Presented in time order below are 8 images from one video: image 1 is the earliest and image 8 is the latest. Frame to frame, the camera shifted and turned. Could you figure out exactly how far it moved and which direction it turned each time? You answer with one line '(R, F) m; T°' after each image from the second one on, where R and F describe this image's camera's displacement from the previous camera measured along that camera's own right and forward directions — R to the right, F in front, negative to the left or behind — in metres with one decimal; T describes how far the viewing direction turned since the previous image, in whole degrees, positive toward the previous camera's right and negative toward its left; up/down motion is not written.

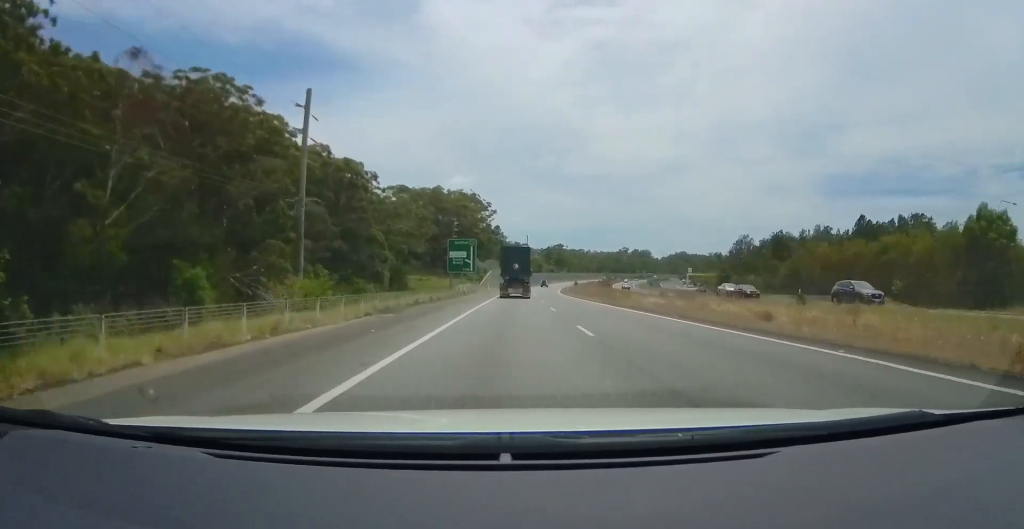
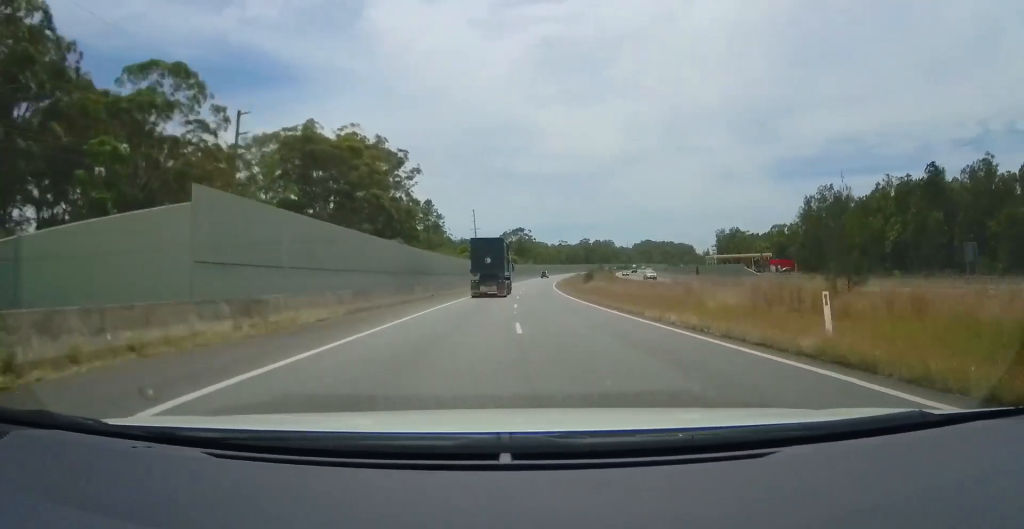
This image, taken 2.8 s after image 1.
(+0.4, +84.7) m; +2°
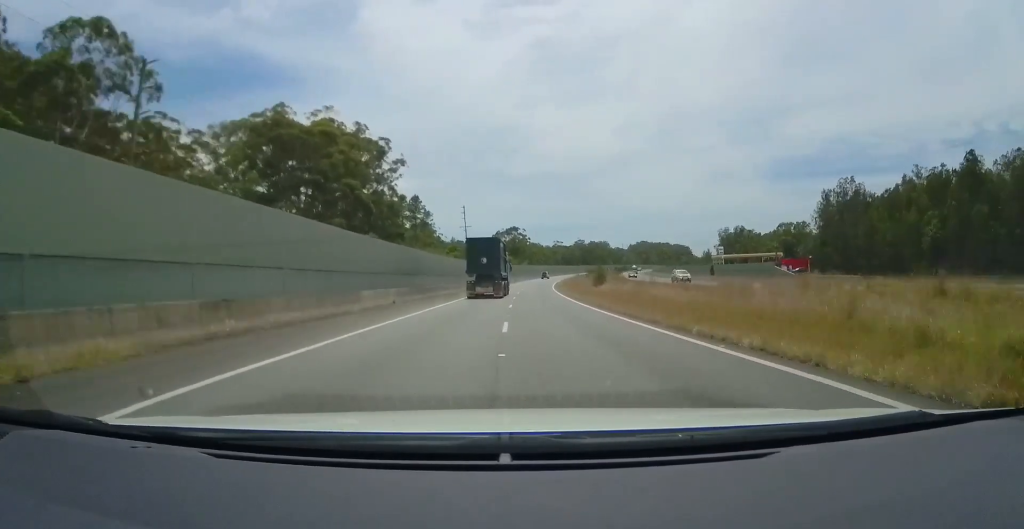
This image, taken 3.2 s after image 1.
(+0.2, +11.9) m; +1°
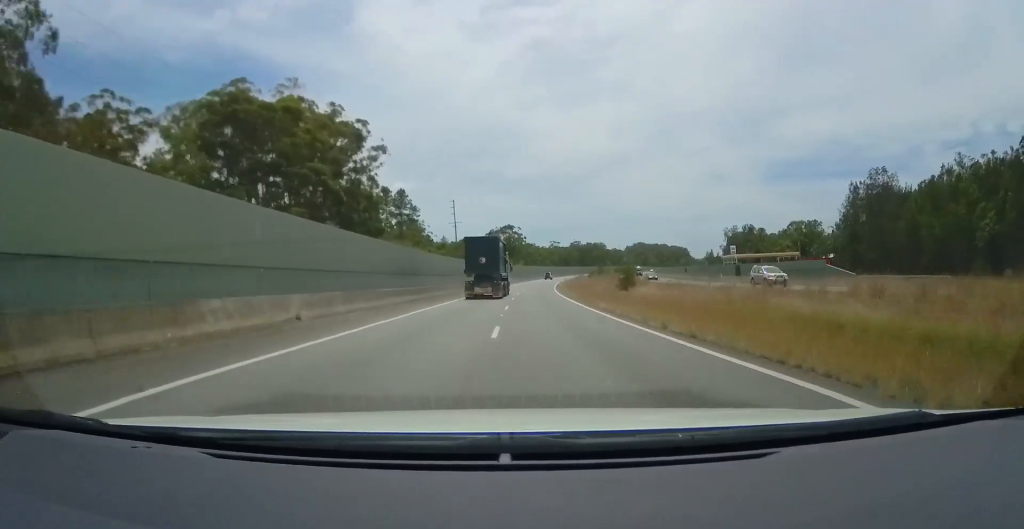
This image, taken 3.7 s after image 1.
(+0.2, +14.3) m; +1°
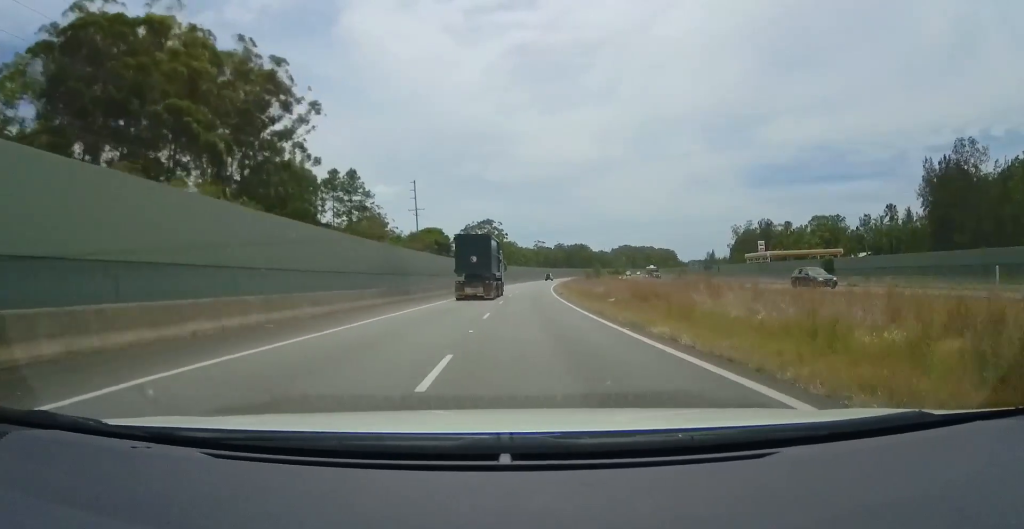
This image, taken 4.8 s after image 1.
(+0.5, +30.8) m; +2°
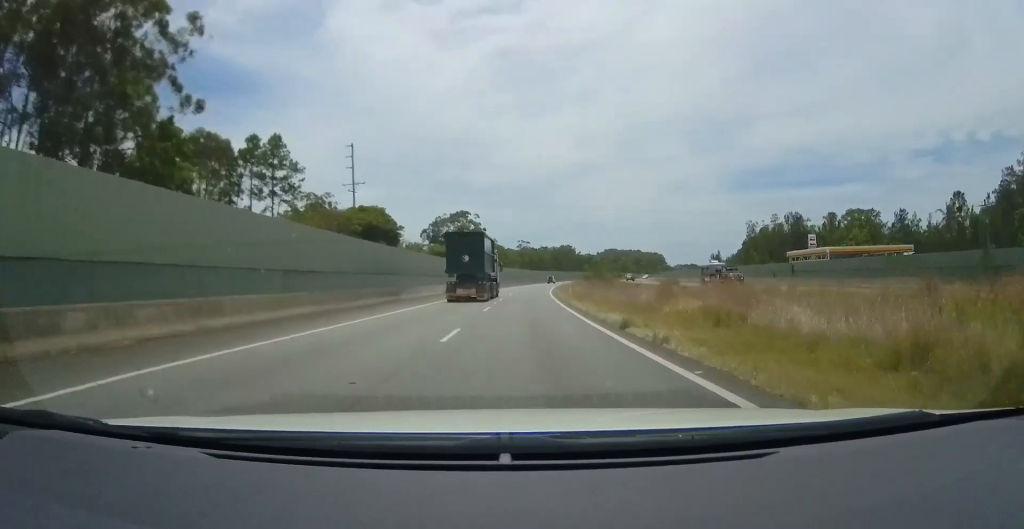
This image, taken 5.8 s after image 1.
(+0.8, +31.4) m; +2°
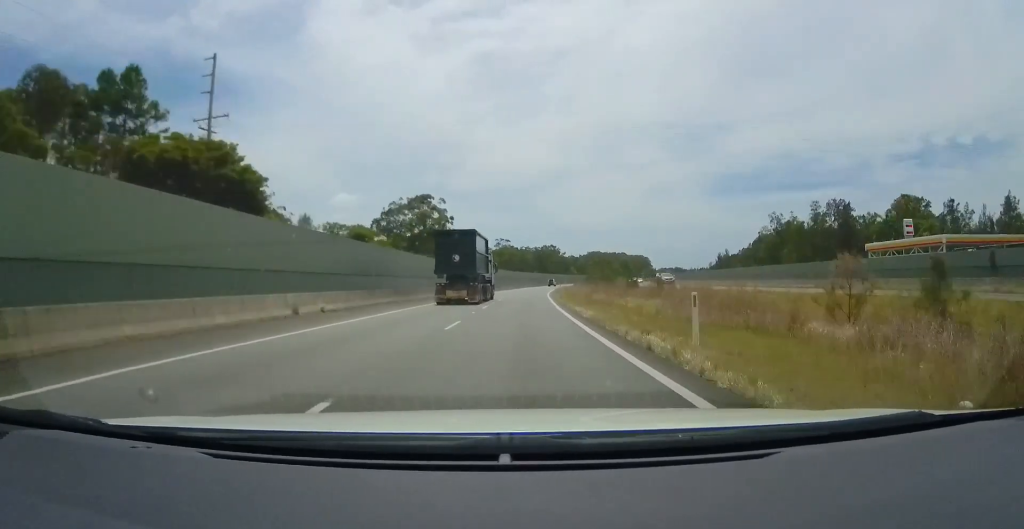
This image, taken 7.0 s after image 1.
(+0.5, +32.4) m; +2°
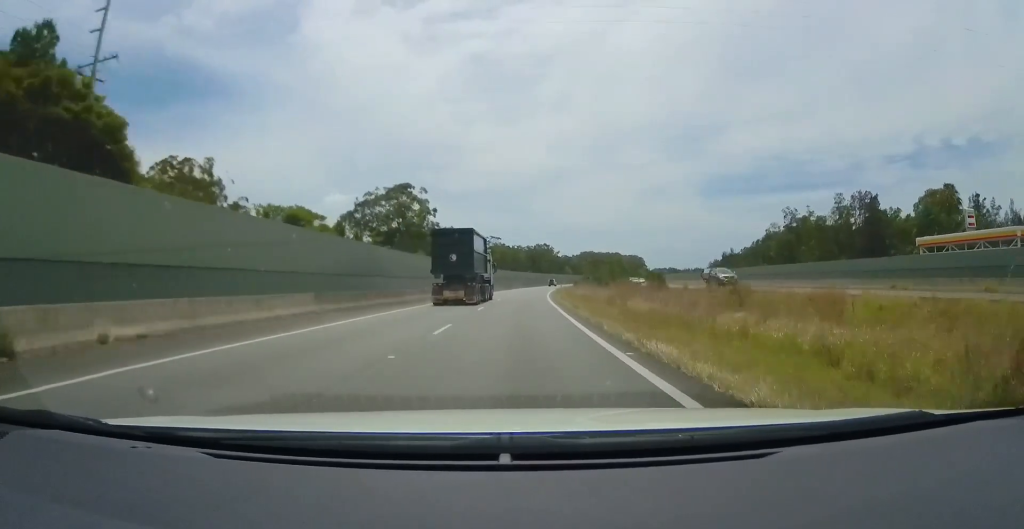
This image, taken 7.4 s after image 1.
(-0.1, +13.9) m; +1°
